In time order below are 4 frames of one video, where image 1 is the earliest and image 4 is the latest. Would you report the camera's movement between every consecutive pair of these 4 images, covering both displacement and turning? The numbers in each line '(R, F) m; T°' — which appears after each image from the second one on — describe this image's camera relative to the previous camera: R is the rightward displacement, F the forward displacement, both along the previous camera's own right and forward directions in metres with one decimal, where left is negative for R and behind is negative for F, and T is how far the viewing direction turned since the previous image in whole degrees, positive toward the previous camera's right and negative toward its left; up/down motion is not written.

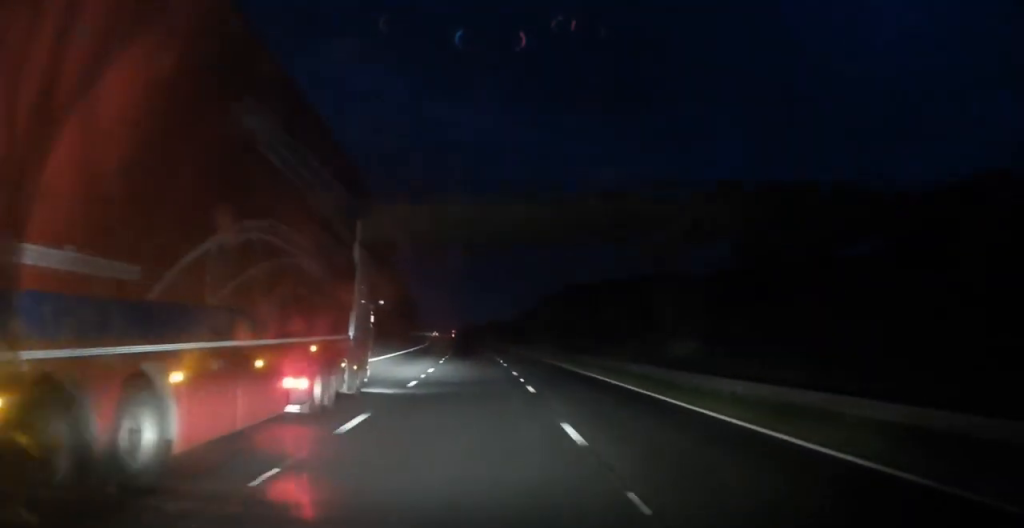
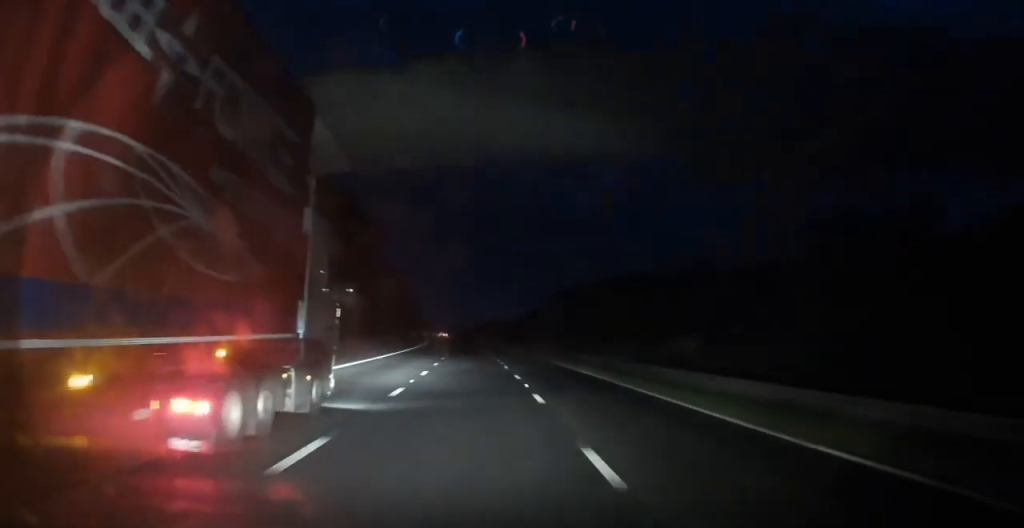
(-0.1, +20.4) m; -1°
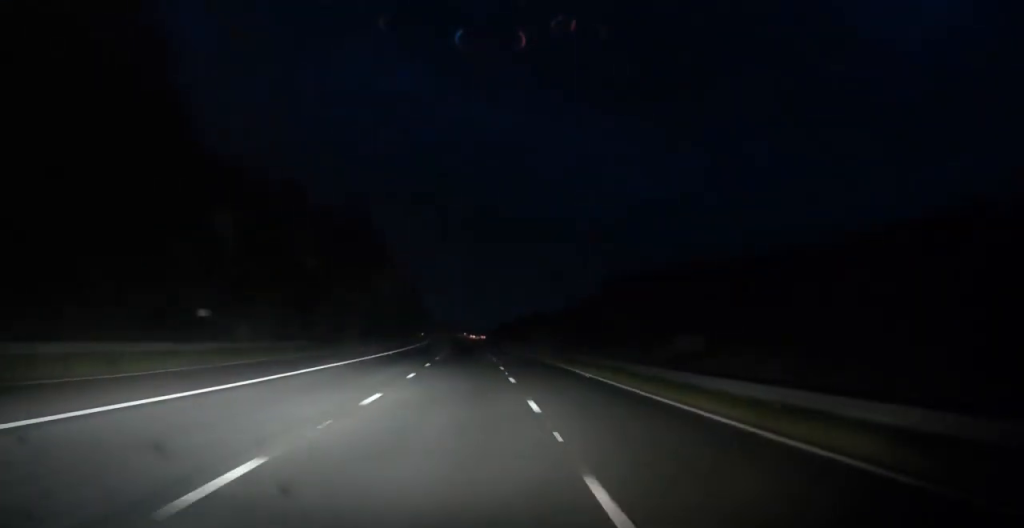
(-1.2, +62.4) m; -2°
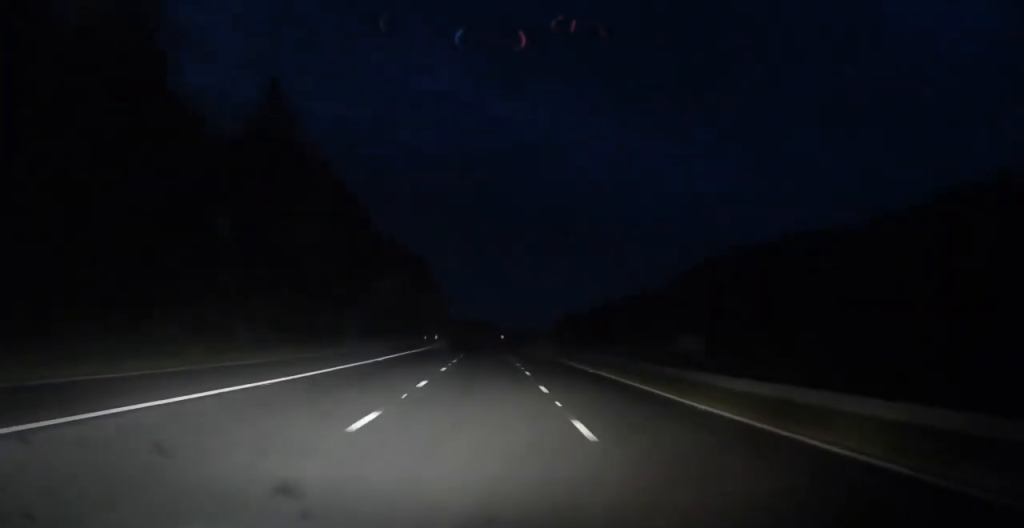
(-2.0, +64.3) m; -3°
